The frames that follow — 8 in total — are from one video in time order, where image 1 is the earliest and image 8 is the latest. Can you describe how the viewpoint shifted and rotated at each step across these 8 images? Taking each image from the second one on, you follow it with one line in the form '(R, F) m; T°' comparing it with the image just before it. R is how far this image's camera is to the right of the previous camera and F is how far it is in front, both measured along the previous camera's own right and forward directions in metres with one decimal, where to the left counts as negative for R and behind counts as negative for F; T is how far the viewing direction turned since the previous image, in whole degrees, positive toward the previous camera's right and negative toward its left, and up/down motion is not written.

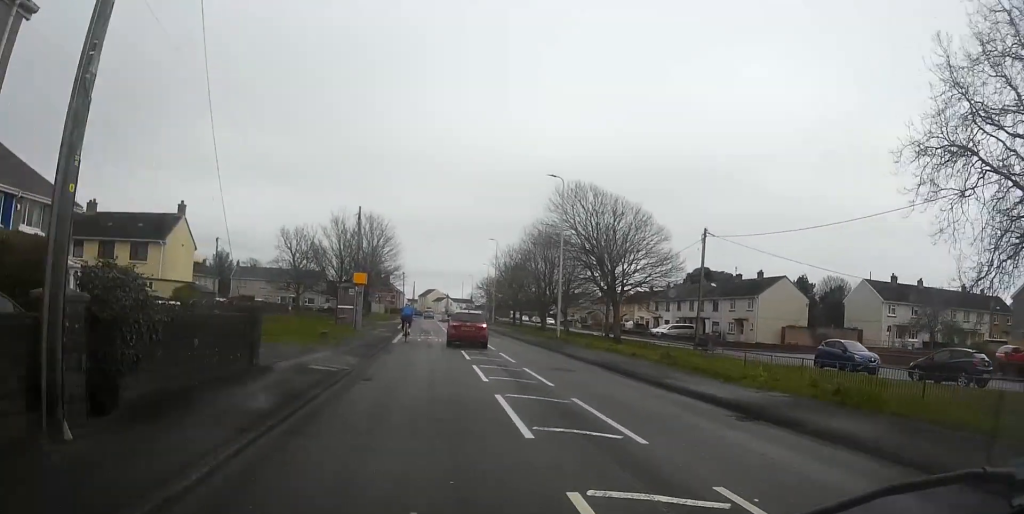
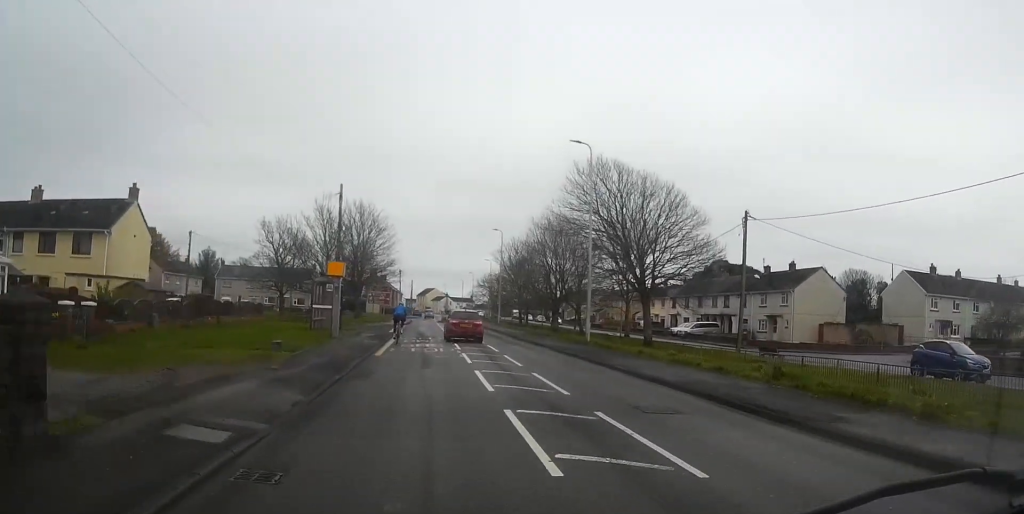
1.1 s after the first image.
(0.0, +7.3) m; -1°
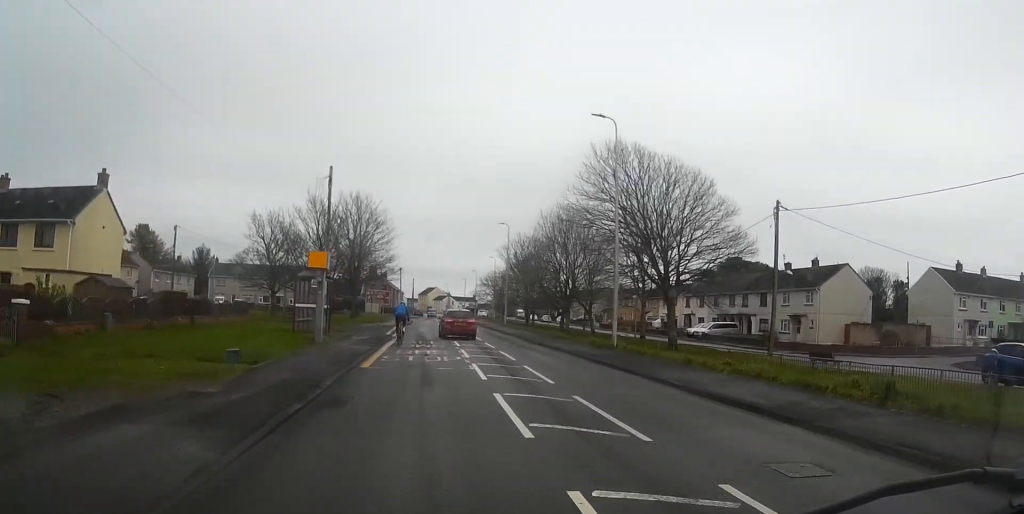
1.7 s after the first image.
(-0.1, +4.1) m; -1°
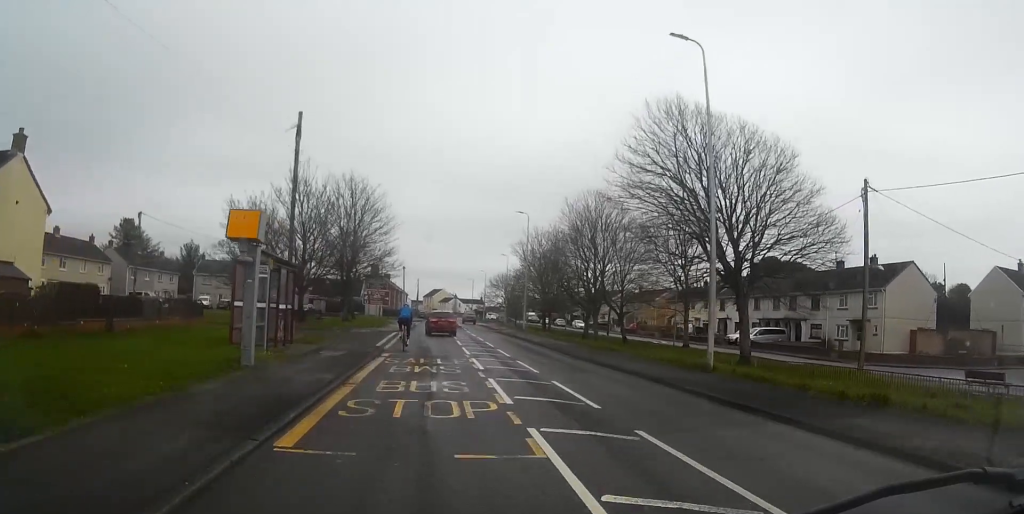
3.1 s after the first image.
(-0.1, +8.9) m; 0°
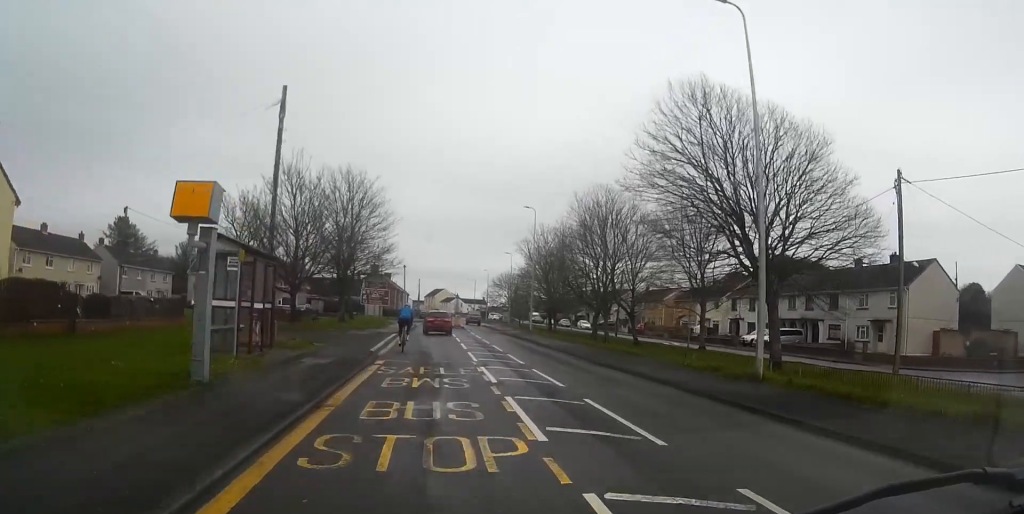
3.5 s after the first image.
(0.0, +2.8) m; 0°
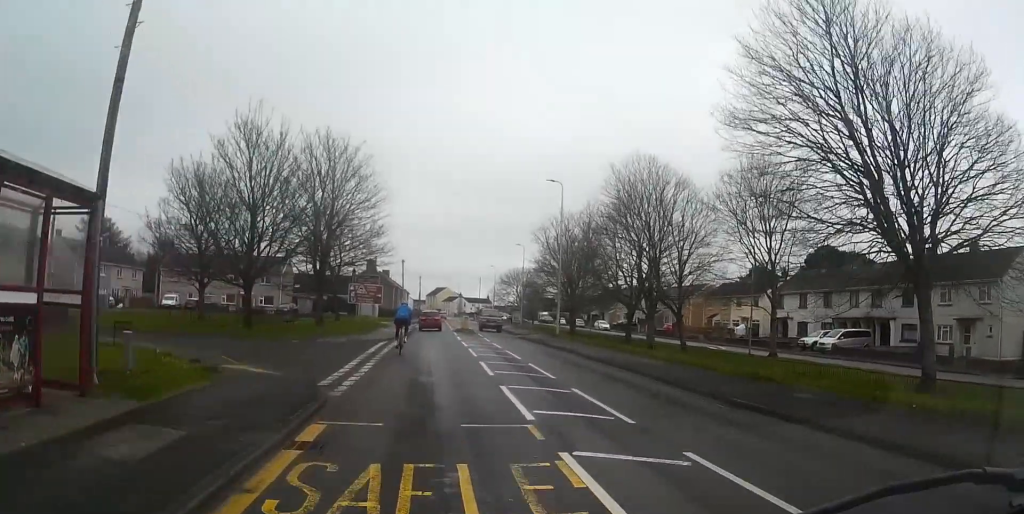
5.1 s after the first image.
(-0.4, +10.3) m; -6°
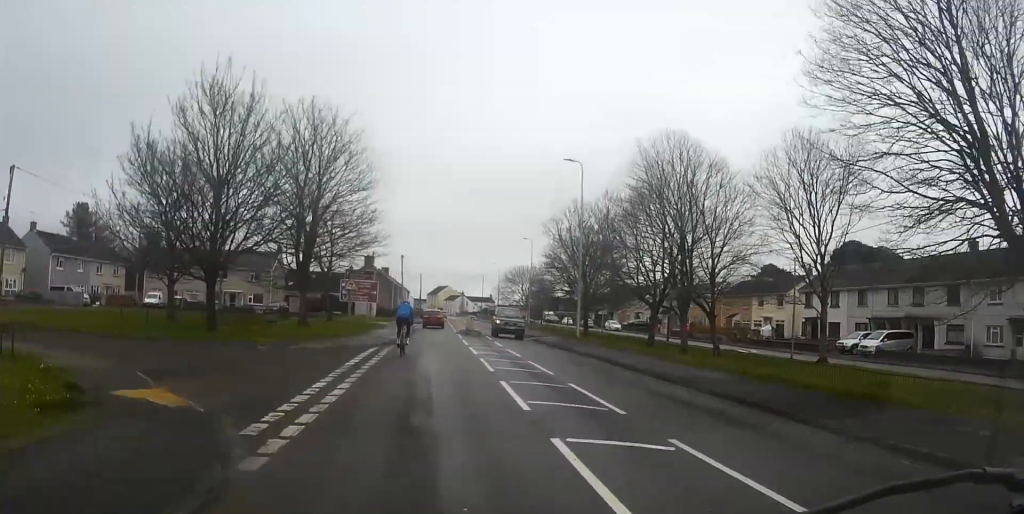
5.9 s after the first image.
(-0.2, +4.9) m; 0°
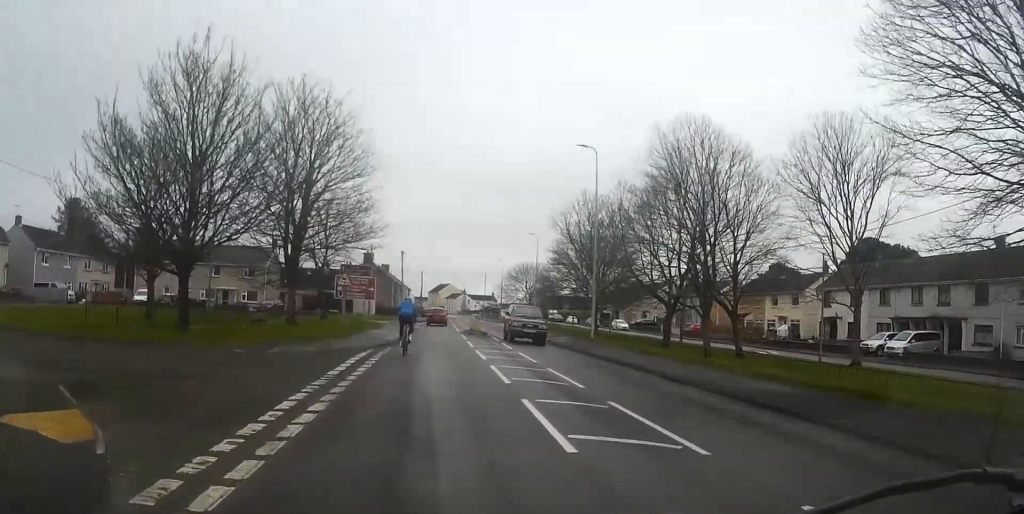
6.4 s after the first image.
(-0.1, +2.8) m; +1°
